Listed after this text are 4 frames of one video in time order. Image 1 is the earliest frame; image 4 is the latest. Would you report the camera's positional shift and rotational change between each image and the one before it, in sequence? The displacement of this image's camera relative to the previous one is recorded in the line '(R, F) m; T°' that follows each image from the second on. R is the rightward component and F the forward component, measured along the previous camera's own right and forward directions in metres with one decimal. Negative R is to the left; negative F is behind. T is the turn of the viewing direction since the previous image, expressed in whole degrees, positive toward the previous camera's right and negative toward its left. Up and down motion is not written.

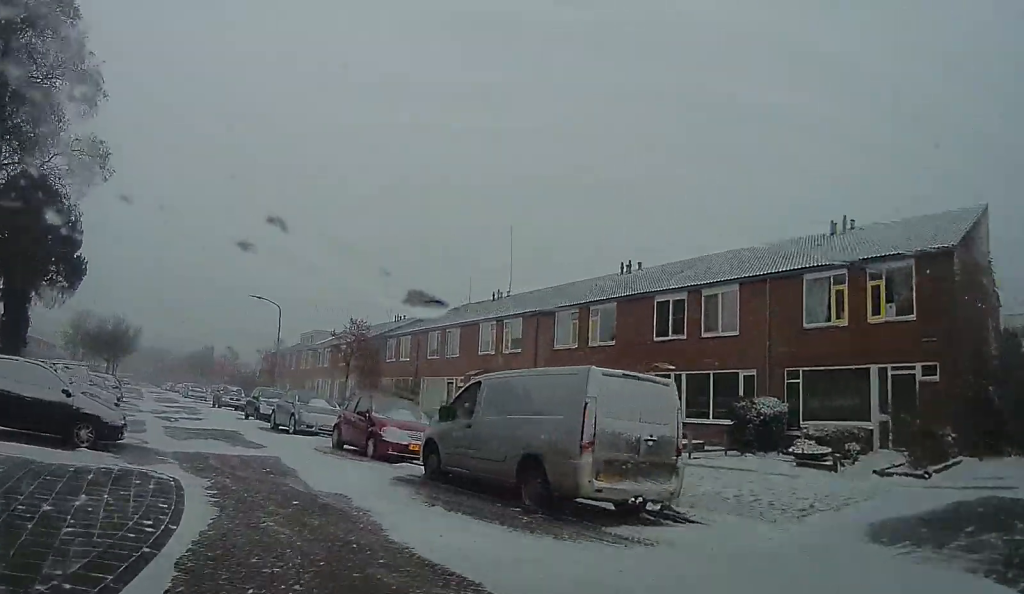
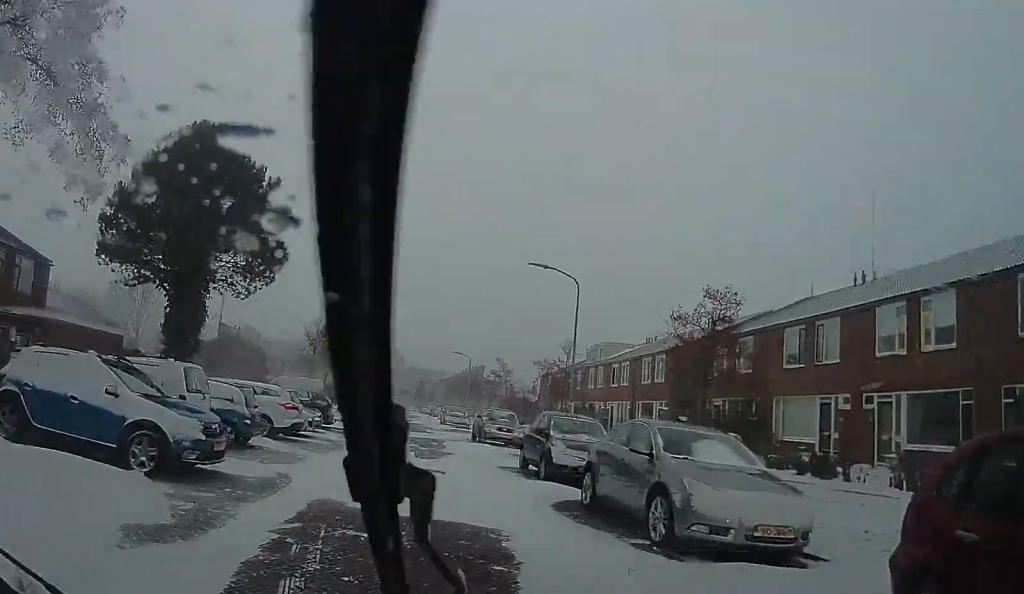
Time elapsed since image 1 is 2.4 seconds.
(-2.2, +11.8) m; -9°
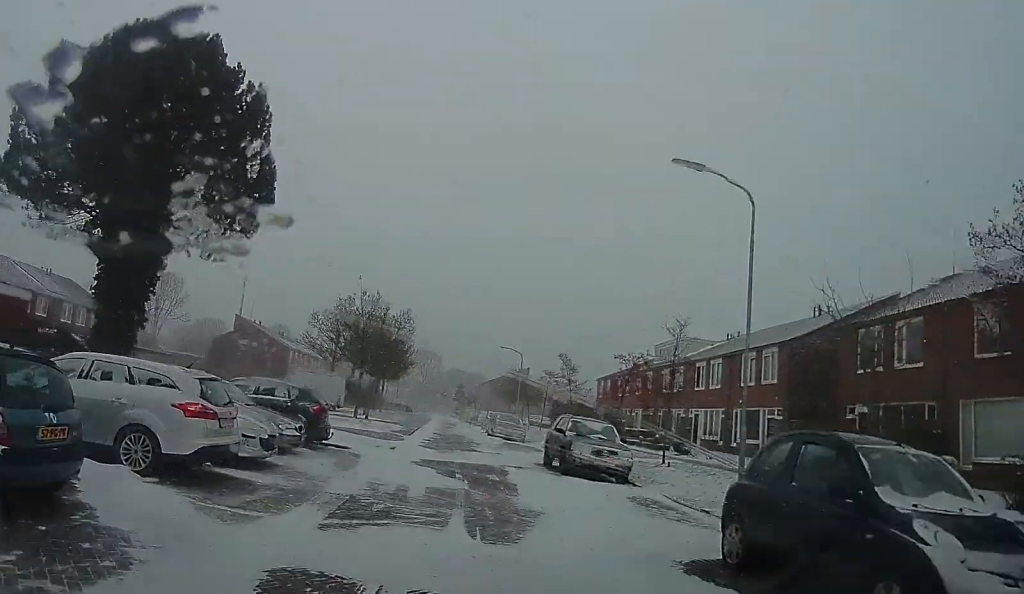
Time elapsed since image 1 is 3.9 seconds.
(0.0, +8.8) m; -2°
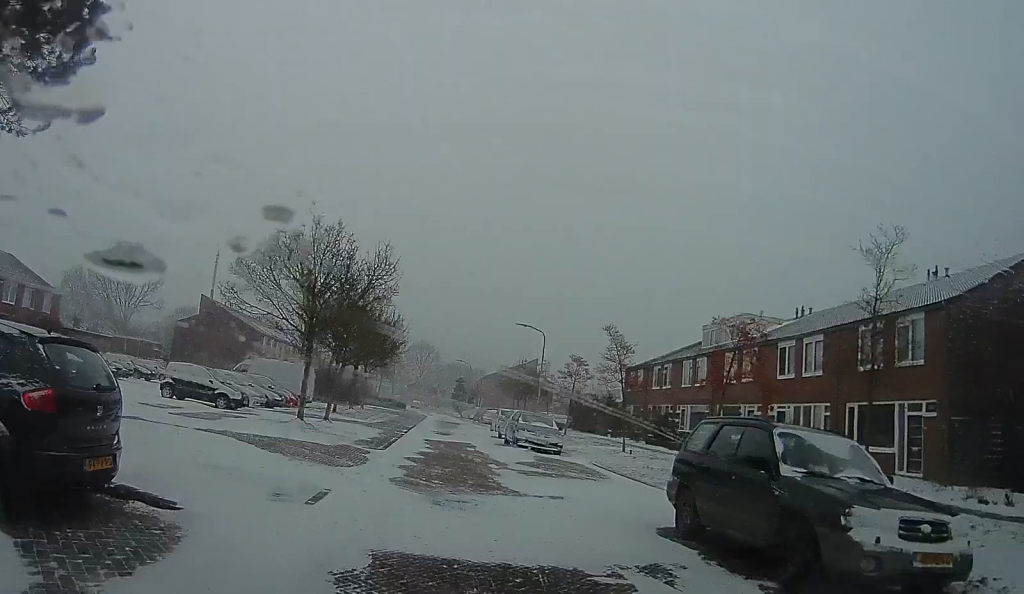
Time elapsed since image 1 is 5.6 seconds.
(-1.3, +10.4) m; -13°
